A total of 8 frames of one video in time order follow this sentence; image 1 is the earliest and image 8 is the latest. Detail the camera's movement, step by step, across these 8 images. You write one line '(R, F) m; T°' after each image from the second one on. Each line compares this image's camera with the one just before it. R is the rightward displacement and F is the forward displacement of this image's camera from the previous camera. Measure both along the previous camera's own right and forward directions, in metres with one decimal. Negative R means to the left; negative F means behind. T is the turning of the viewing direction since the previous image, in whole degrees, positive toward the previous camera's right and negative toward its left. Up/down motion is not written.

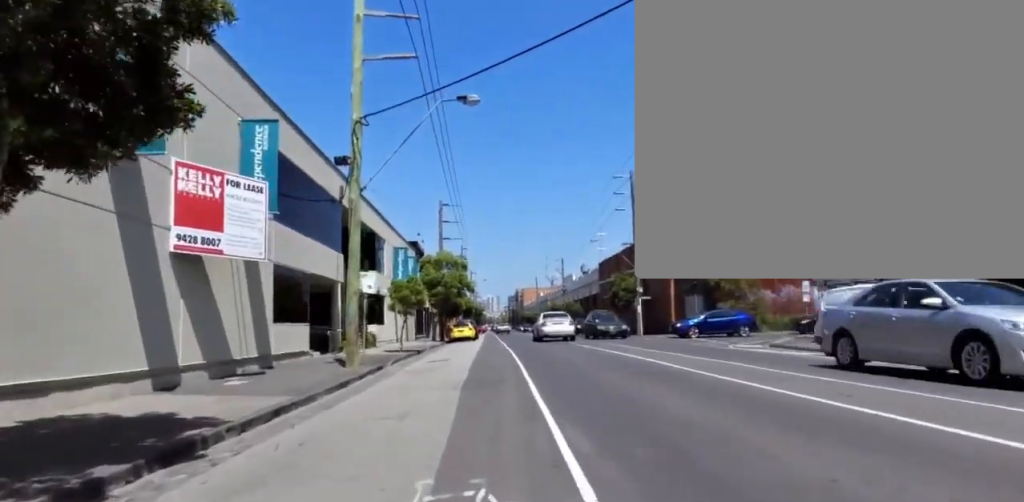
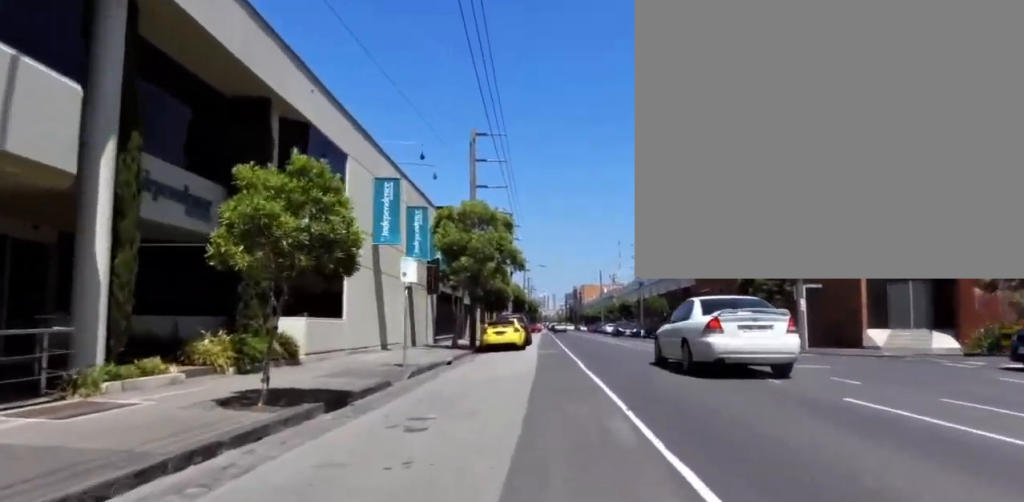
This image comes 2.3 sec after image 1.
(+0.5, +19.3) m; +4°
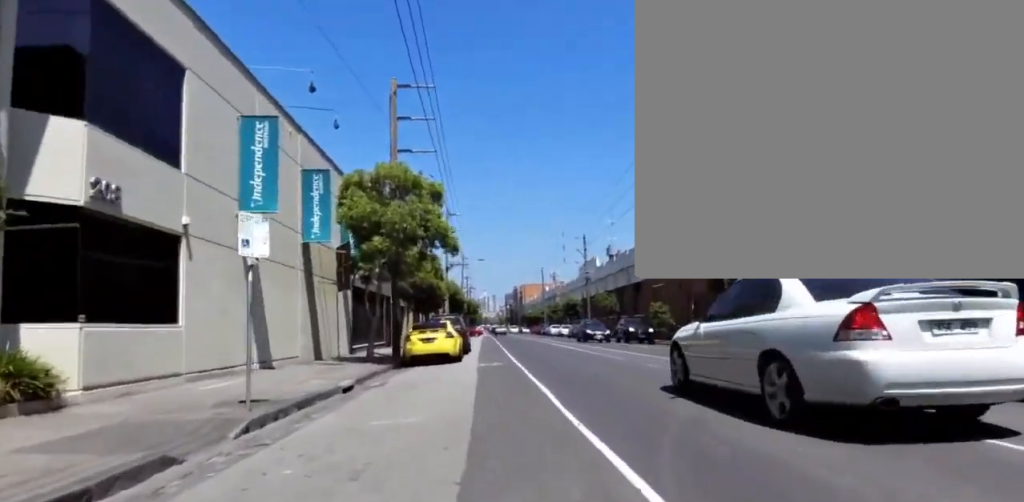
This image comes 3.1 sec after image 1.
(+0.7, +5.8) m; +3°
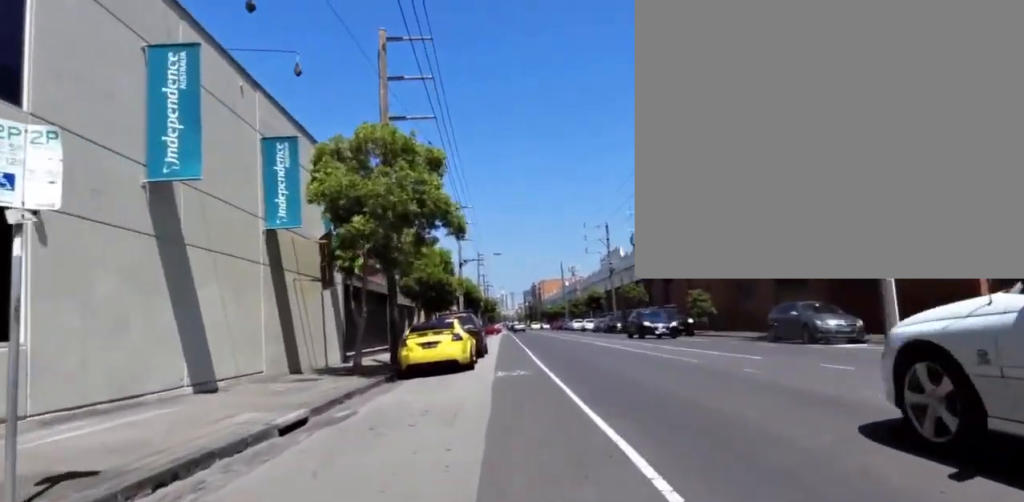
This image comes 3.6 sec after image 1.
(+0.2, +4.4) m; +1°
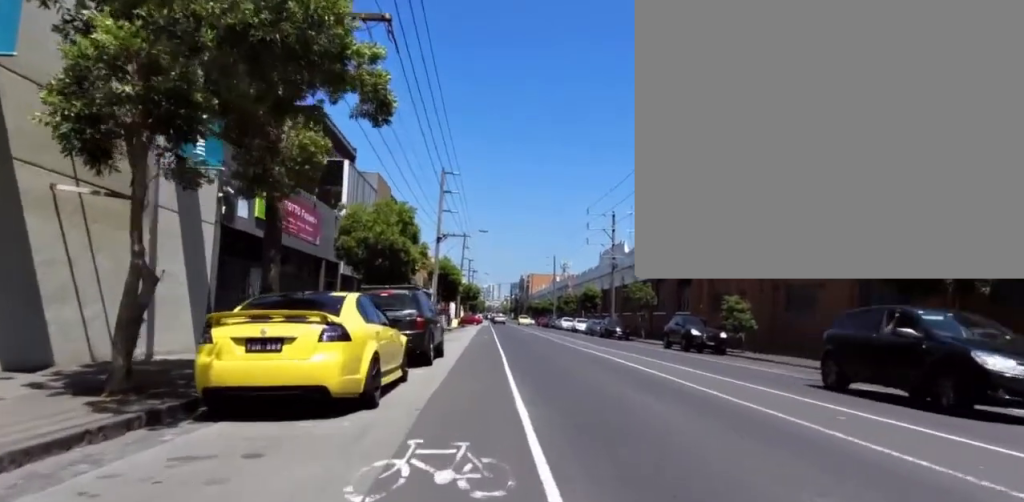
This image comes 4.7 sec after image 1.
(-0.6, +8.3) m; -4°
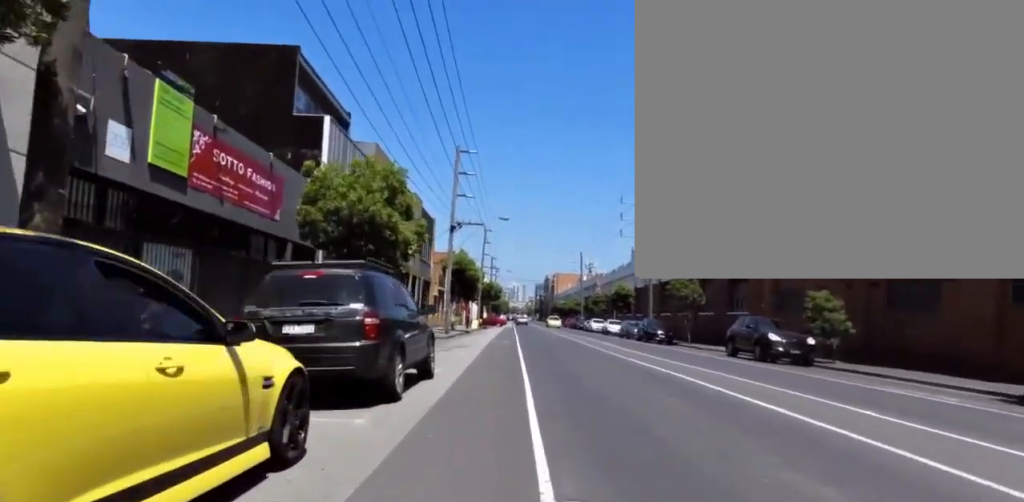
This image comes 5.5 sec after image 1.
(0.0, +5.5) m; 0°
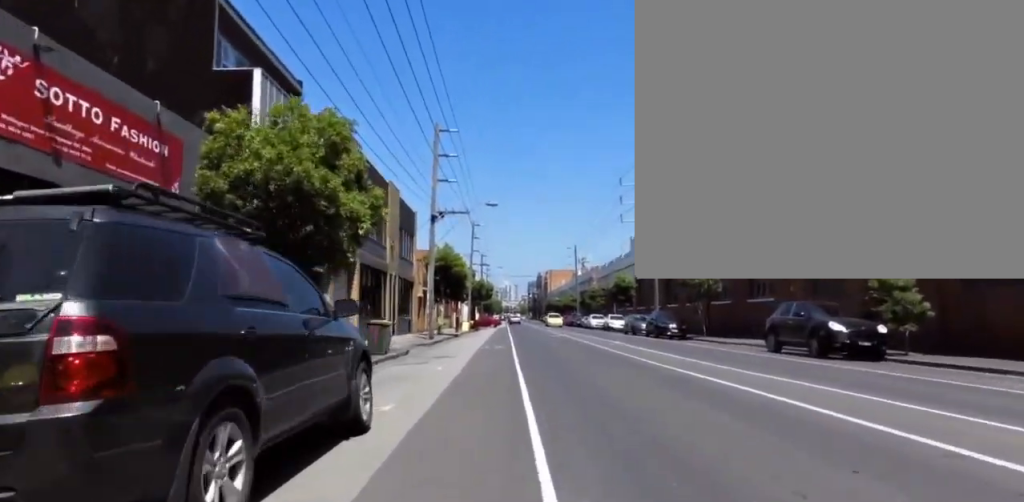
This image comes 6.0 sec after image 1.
(0.0, +4.2) m; 0°
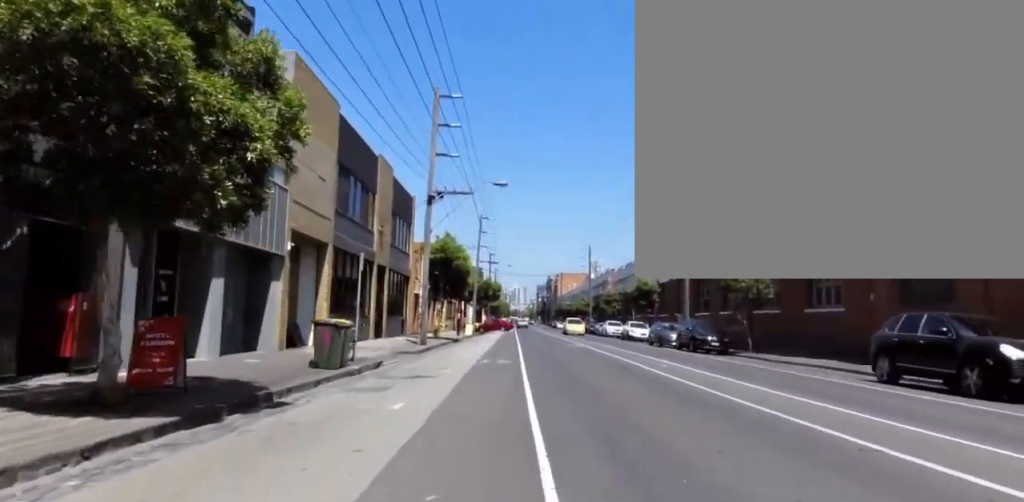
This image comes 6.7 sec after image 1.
(0.0, +5.3) m; 0°
